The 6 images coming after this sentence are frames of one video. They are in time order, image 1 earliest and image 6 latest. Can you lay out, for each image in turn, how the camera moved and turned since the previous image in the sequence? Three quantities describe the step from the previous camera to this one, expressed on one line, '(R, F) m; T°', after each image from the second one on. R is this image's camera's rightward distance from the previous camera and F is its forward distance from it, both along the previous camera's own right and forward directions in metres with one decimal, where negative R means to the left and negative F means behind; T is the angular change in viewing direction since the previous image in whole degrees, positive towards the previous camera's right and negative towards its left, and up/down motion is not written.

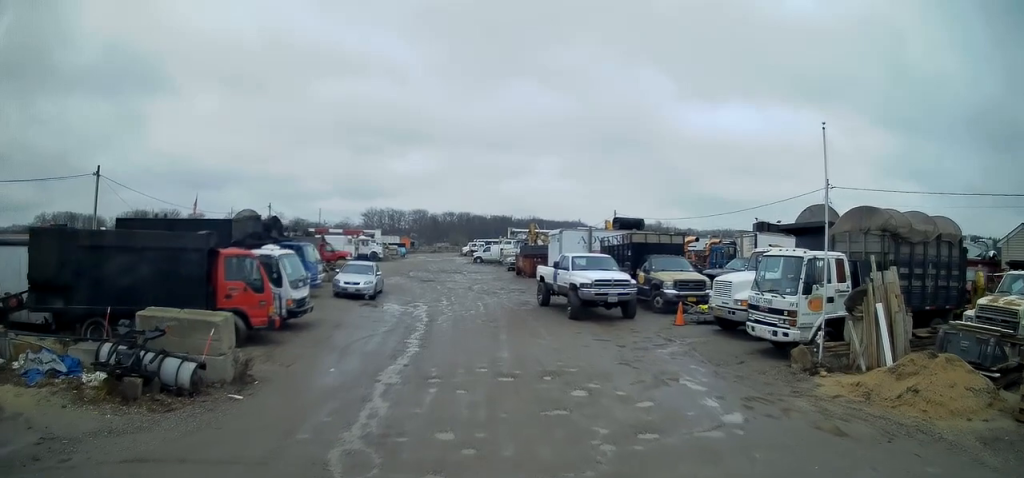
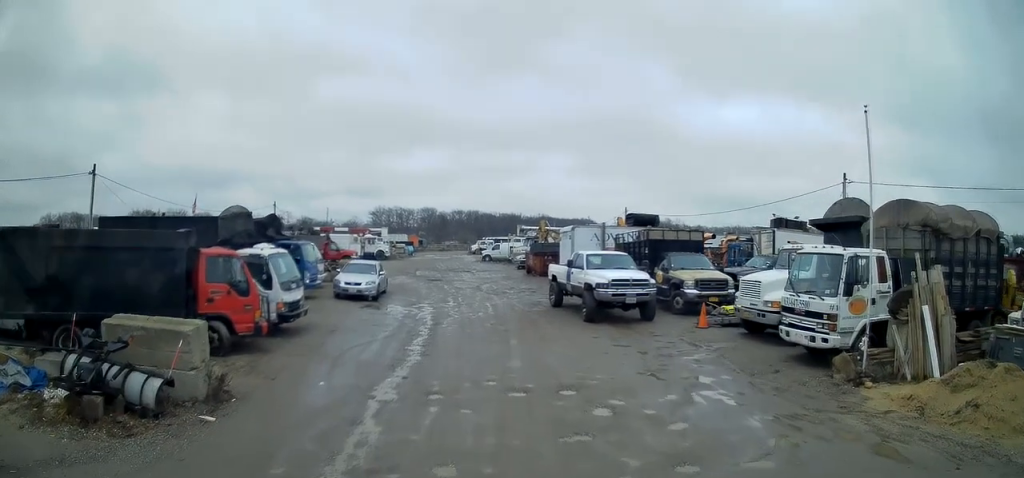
(0.0, +1.3) m; 0°
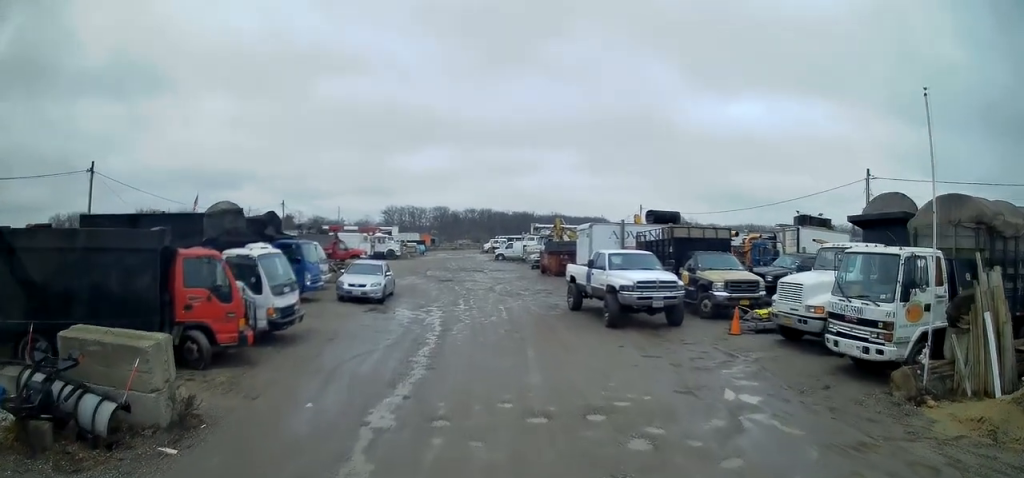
(0.0, +1.5) m; 0°
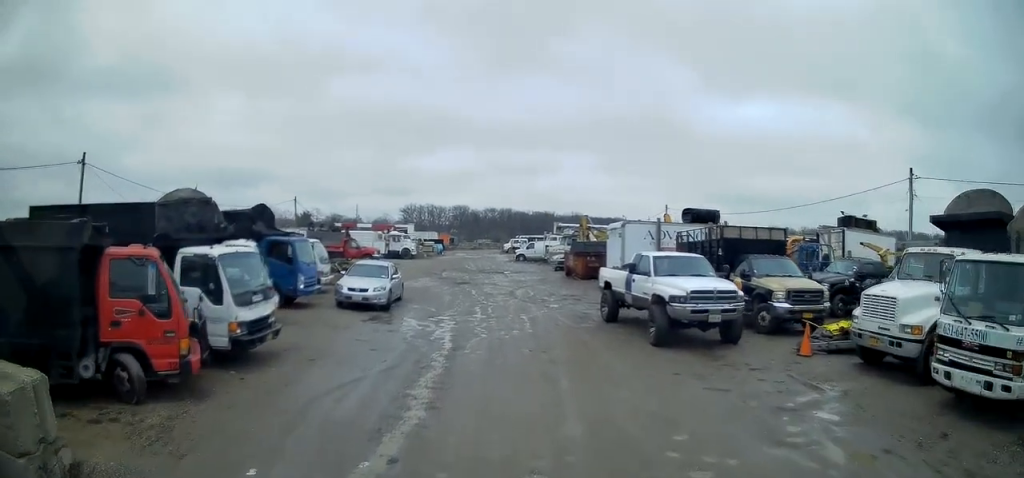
(0.0, +2.8) m; 0°
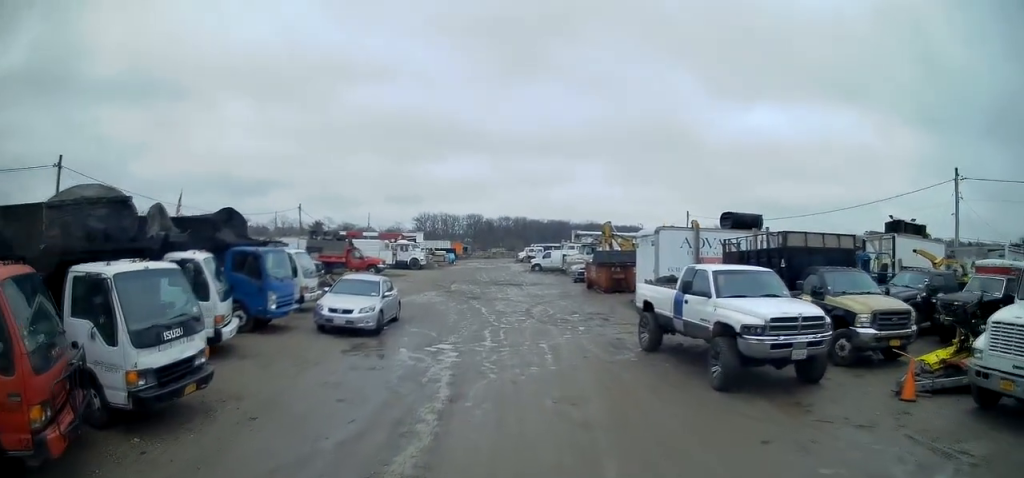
(0.0, +3.3) m; 0°
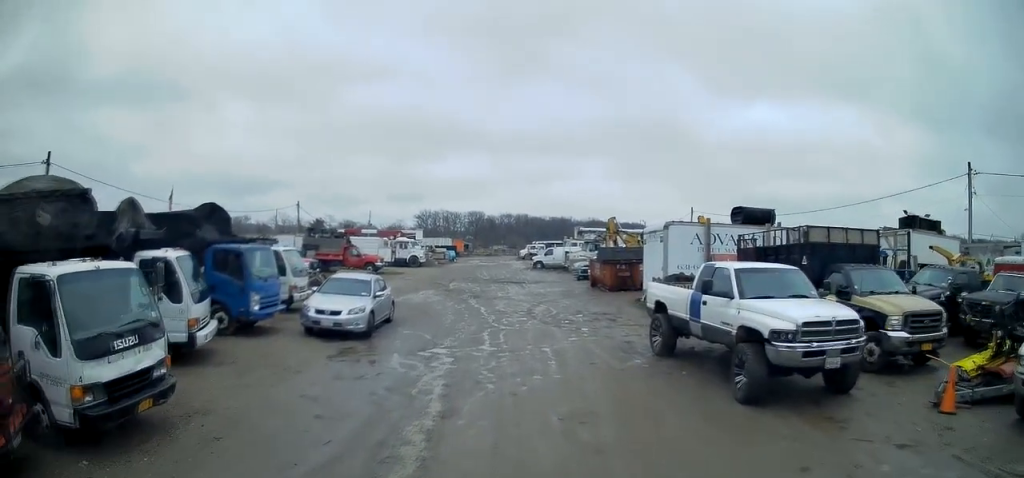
(0.0, +1.0) m; 0°
